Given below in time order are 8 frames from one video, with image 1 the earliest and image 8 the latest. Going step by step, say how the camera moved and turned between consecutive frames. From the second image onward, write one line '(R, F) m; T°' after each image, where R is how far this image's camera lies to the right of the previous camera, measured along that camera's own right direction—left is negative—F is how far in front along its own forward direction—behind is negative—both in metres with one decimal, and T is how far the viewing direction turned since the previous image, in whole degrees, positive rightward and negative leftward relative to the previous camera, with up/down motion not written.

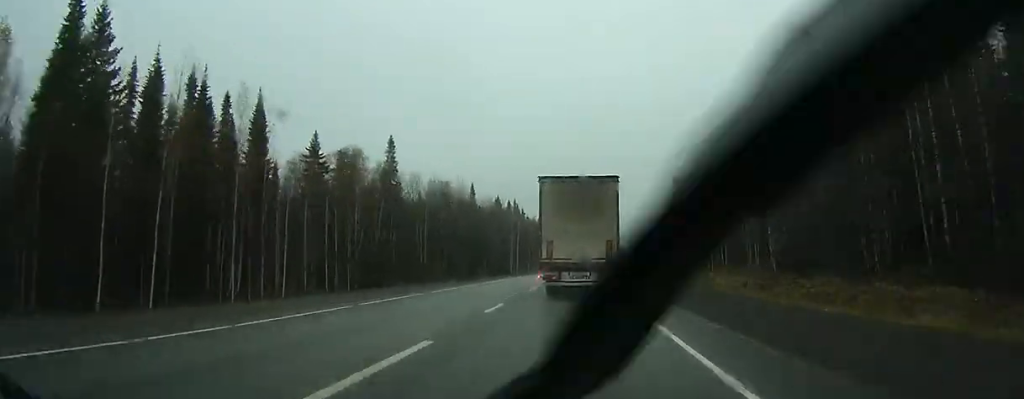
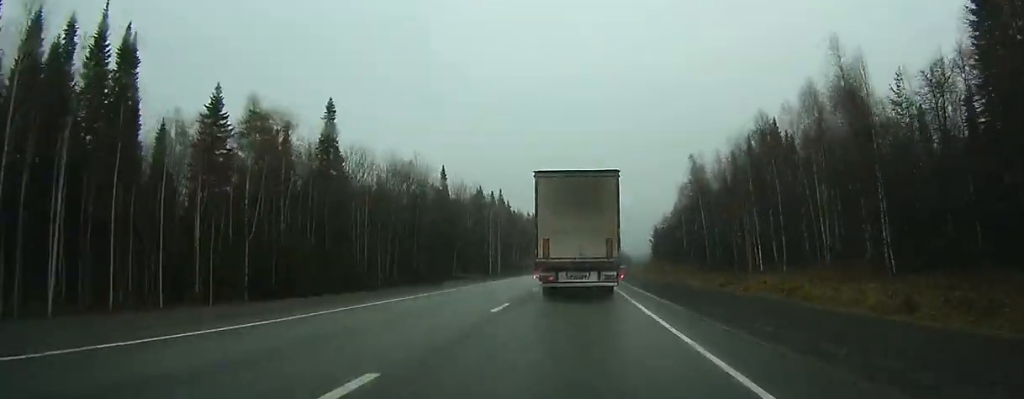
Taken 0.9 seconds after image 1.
(0.0, +23.4) m; +1°
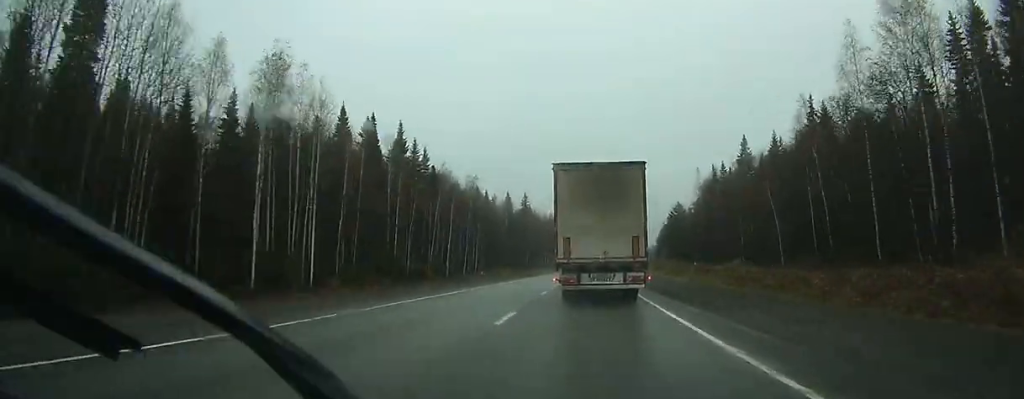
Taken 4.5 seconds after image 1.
(+2.5, +87.7) m; +3°
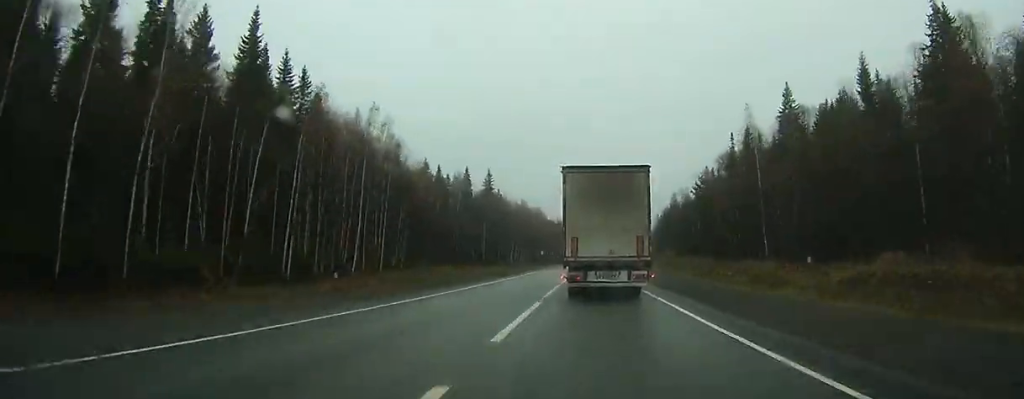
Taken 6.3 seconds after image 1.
(+0.5, +45.8) m; +1°
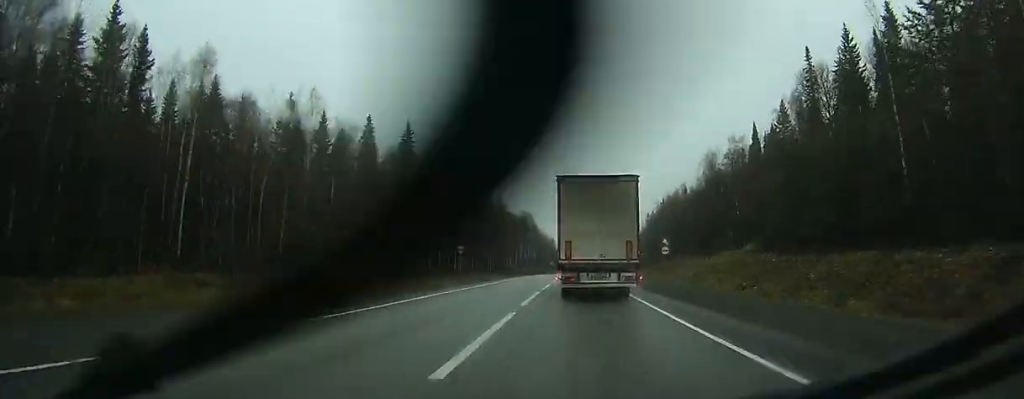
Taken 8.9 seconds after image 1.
(+0.8, +63.2) m; +2°
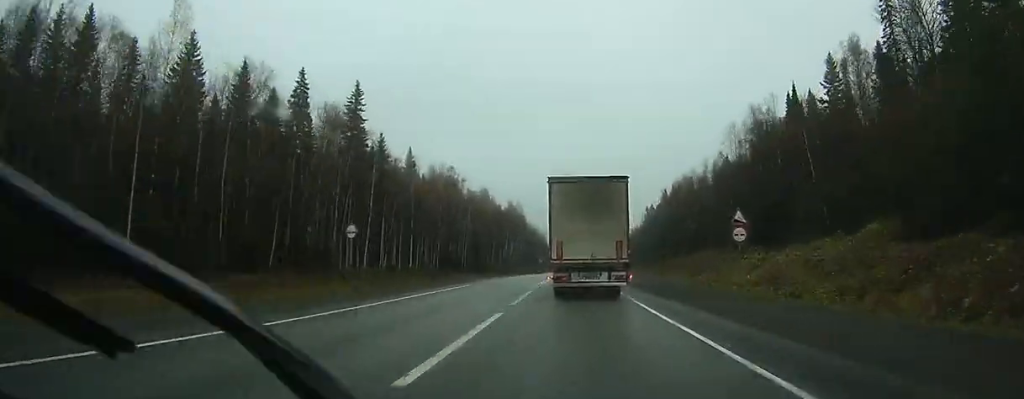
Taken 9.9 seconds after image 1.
(+0.3, +24.2) m; +1°
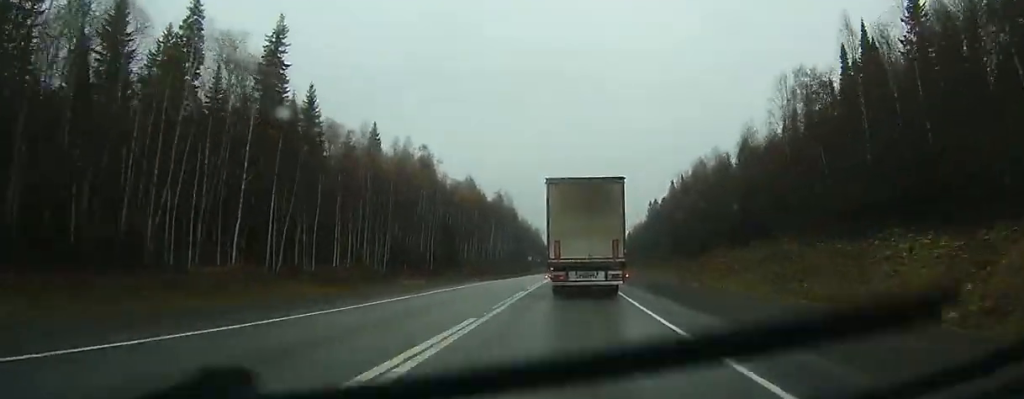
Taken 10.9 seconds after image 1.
(0.0, +24.2) m; +1°
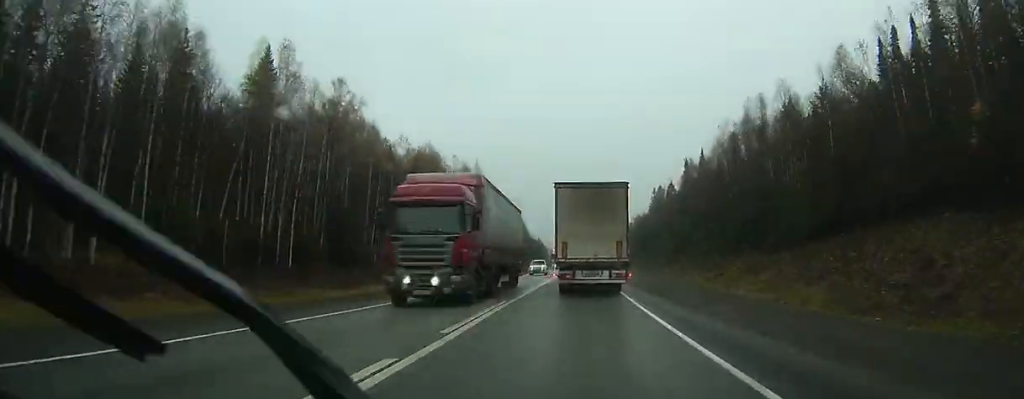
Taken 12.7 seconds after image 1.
(+0.6, +41.8) m; +1°
